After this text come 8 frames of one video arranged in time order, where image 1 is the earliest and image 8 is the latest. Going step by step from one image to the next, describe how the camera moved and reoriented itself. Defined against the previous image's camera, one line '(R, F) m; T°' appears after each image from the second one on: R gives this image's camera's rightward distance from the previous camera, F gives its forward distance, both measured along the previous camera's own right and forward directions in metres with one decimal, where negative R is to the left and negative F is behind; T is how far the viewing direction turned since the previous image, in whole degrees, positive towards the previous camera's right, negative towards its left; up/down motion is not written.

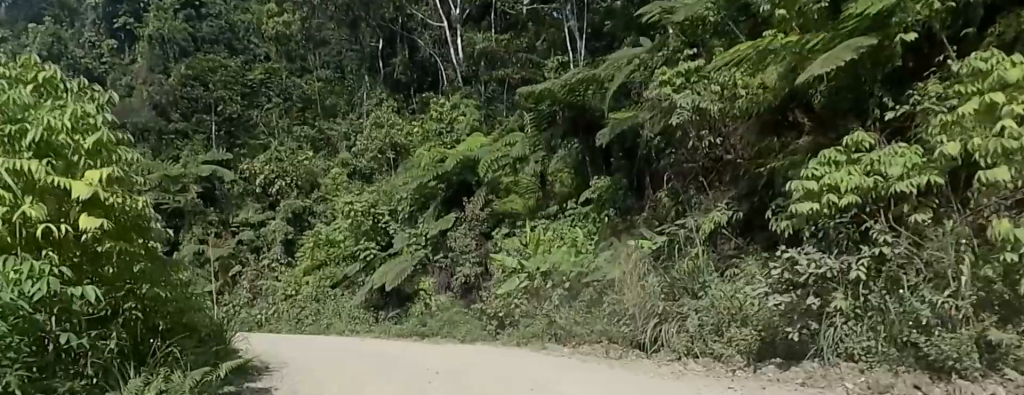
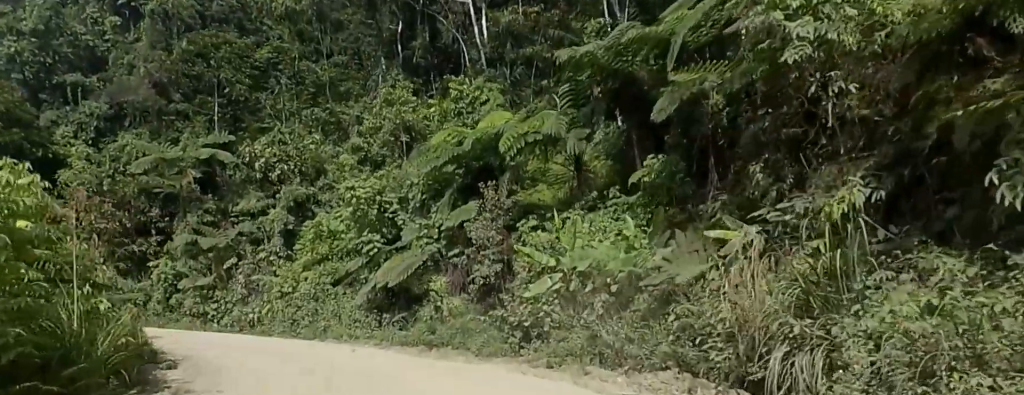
(0.0, +3.8) m; 0°
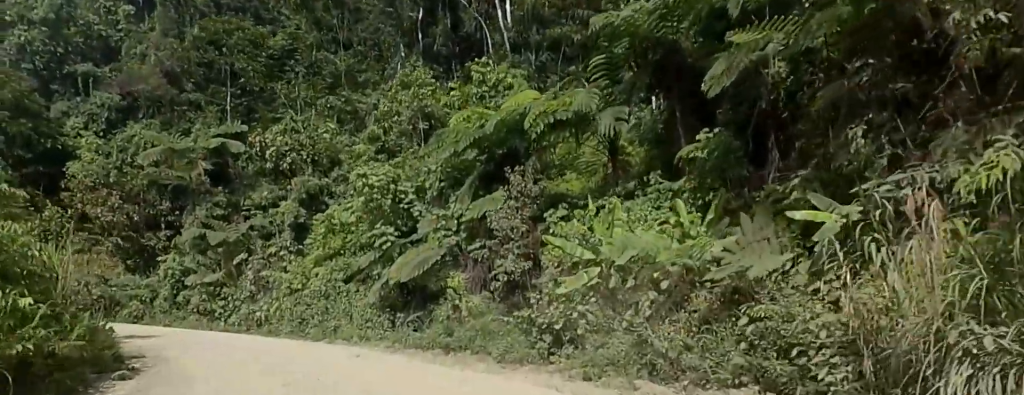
(0.0, +2.1) m; 0°
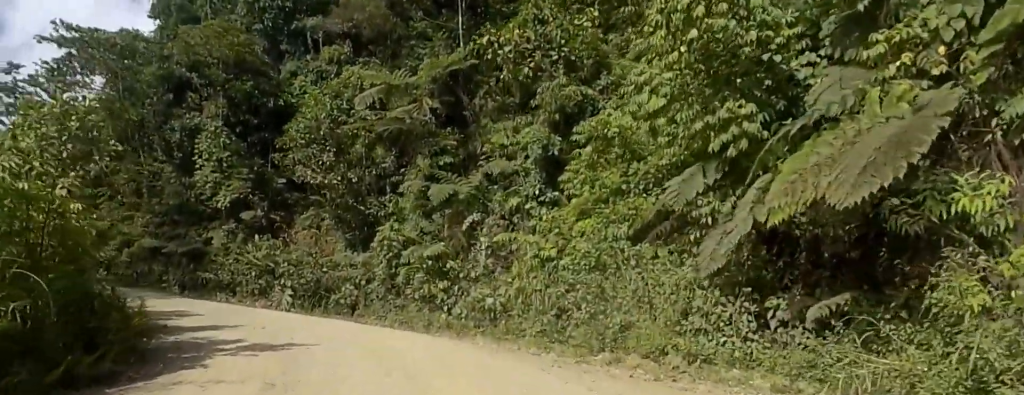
(0.0, +14.2) m; 0°
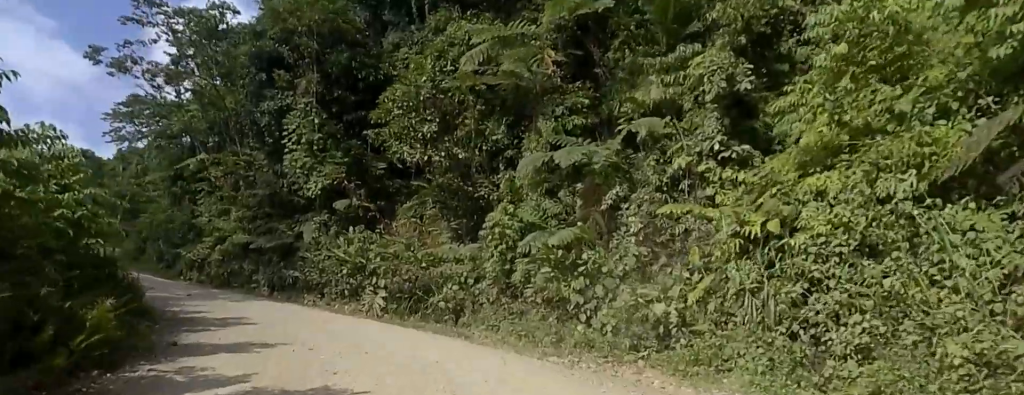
(0.0, +6.7) m; -8°
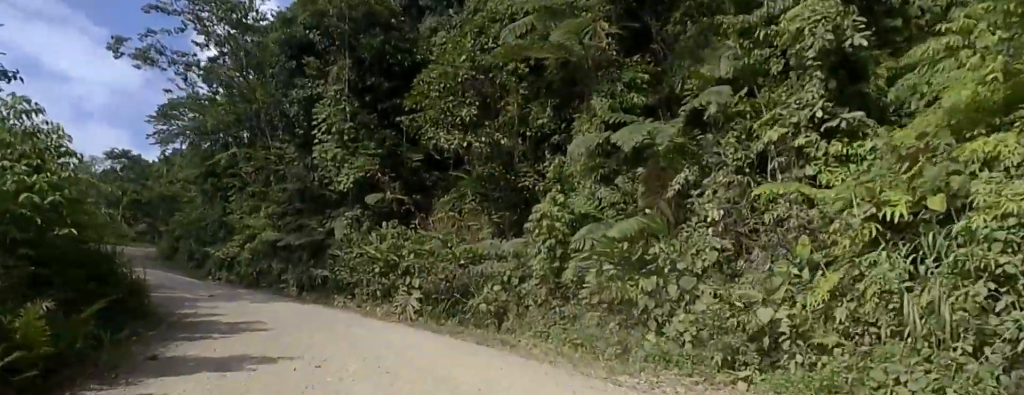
(+0.3, +2.3) m; -17°
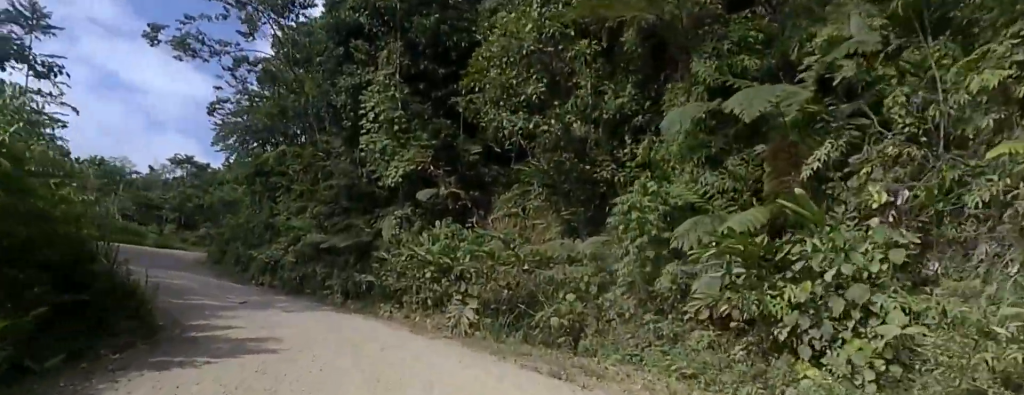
(-0.5, +2.7) m; -21°
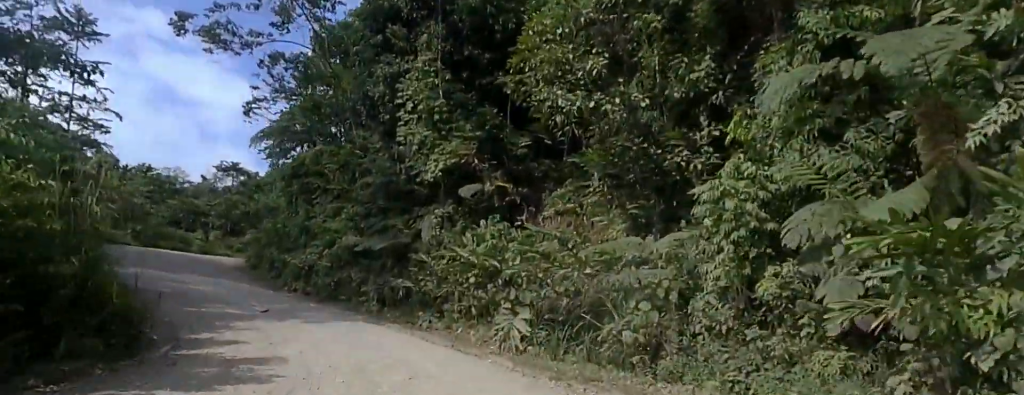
(-0.9, +2.4) m; -15°
